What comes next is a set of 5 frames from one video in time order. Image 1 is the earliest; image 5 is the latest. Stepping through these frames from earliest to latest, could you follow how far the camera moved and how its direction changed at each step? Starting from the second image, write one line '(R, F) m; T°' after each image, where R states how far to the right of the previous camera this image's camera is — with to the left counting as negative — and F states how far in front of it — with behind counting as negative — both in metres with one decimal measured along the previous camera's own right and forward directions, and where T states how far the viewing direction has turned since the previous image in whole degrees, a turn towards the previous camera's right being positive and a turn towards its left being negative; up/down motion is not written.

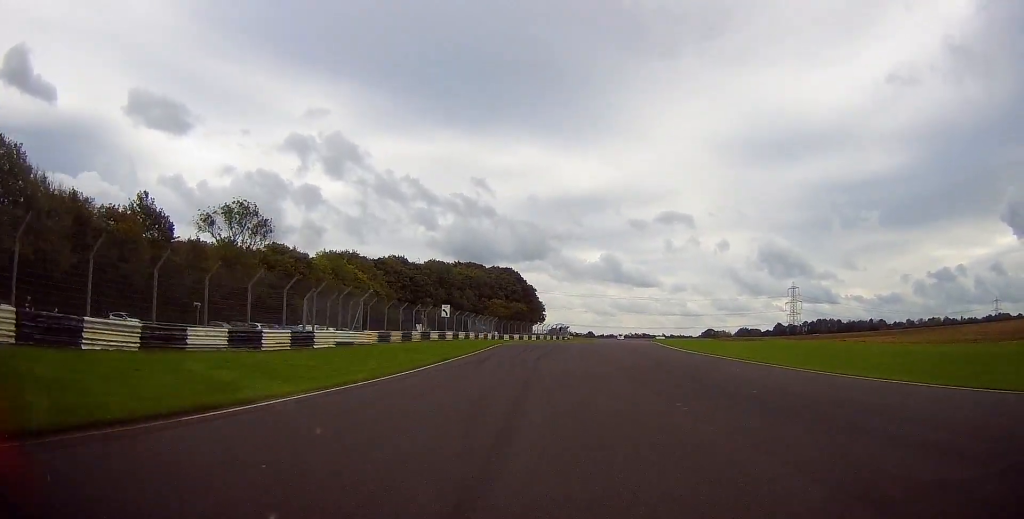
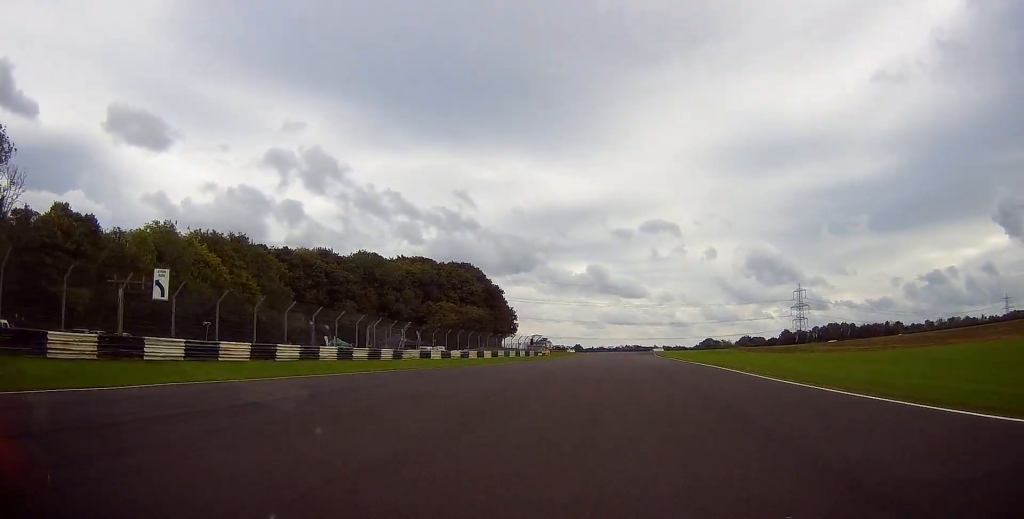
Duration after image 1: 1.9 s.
(+0.3, +43.4) m; 0°
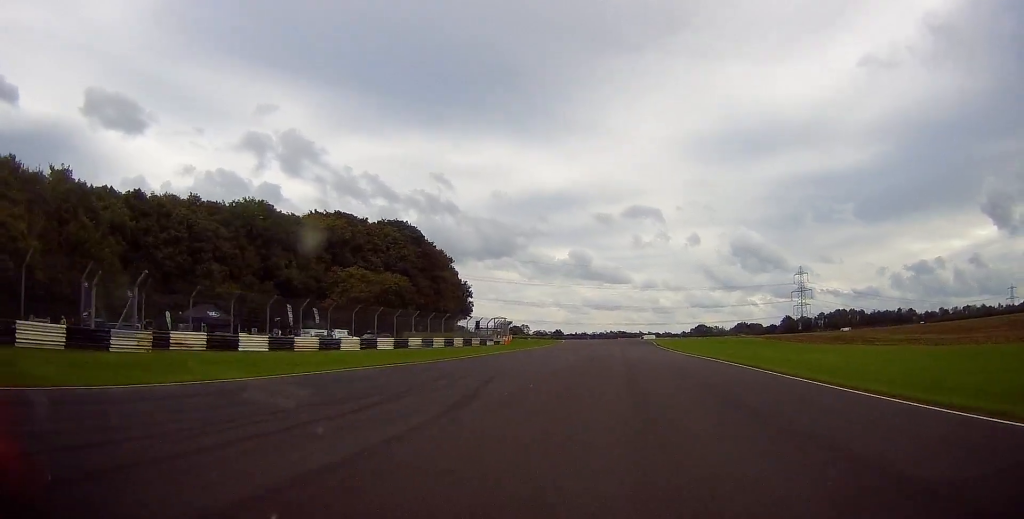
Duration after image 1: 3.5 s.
(+0.1, +38.8) m; +2°
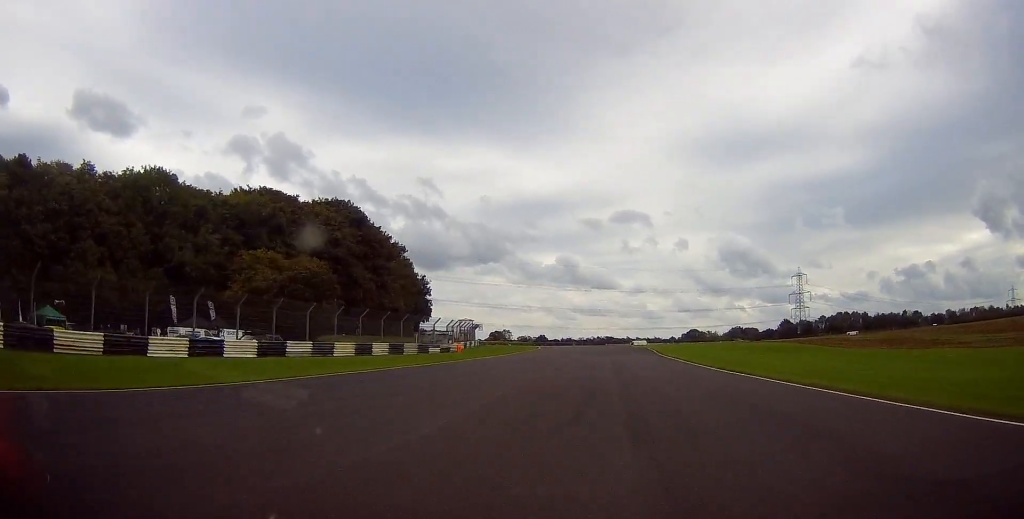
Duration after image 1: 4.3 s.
(+0.4, +21.9) m; +1°
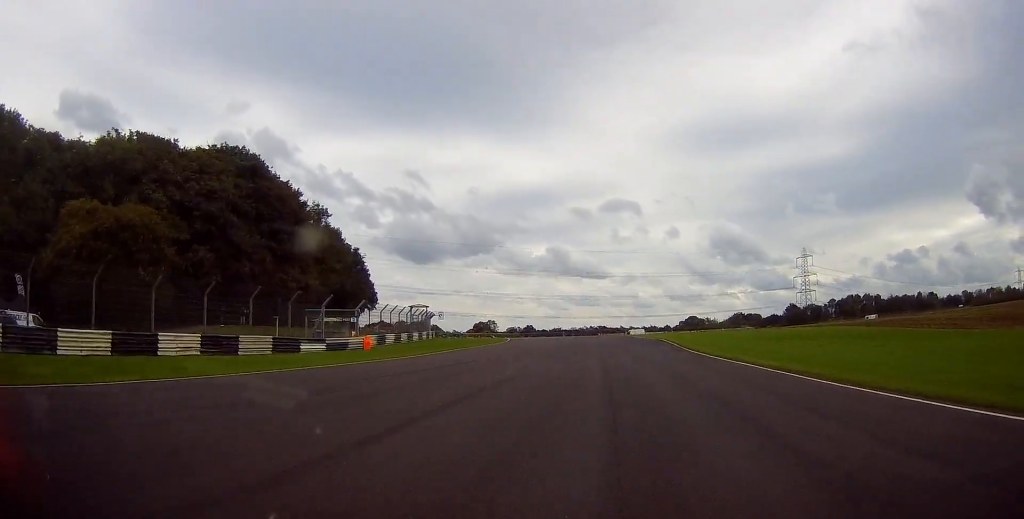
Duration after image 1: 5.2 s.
(+0.2, +26.3) m; 0°
